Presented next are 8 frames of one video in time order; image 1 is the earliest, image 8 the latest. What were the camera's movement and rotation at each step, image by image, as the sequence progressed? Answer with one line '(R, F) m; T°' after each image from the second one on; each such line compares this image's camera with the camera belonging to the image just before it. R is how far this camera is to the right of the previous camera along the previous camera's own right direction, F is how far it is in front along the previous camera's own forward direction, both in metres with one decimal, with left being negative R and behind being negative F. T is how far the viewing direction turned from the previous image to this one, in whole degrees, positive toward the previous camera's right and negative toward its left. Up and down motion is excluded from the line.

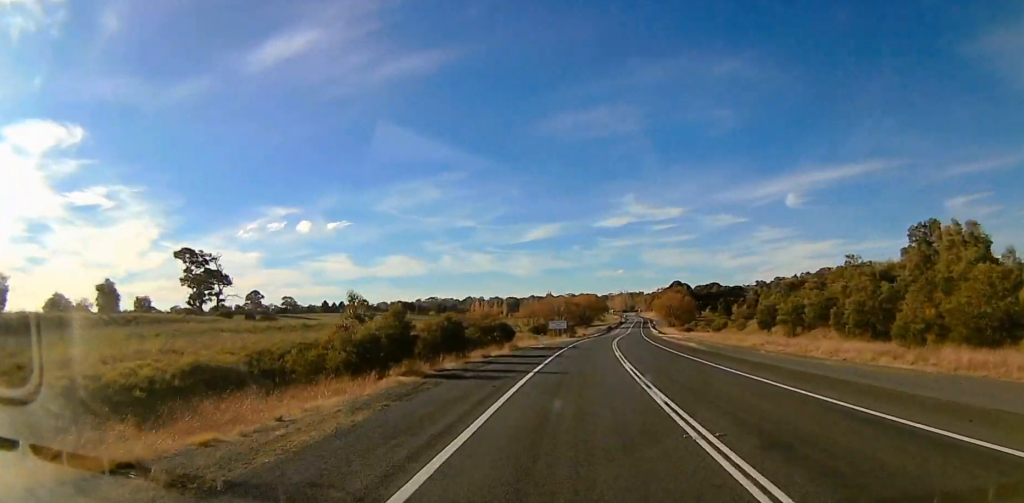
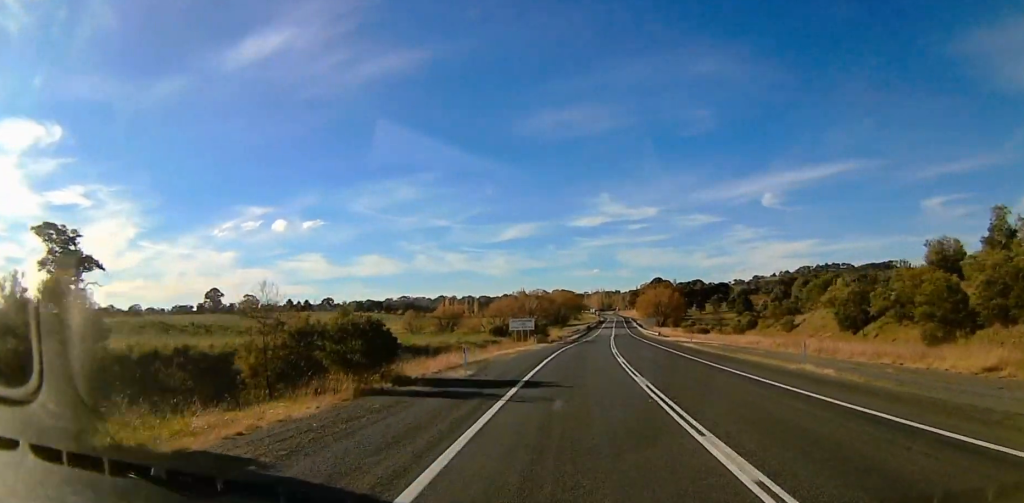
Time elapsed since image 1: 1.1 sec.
(0.0, +28.5) m; 0°
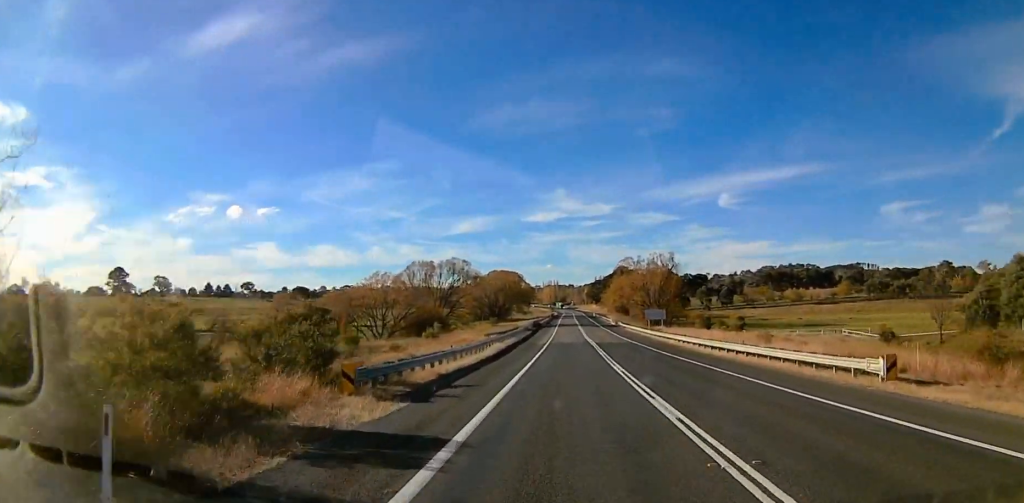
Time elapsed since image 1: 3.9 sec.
(0.0, +70.8) m; 0°
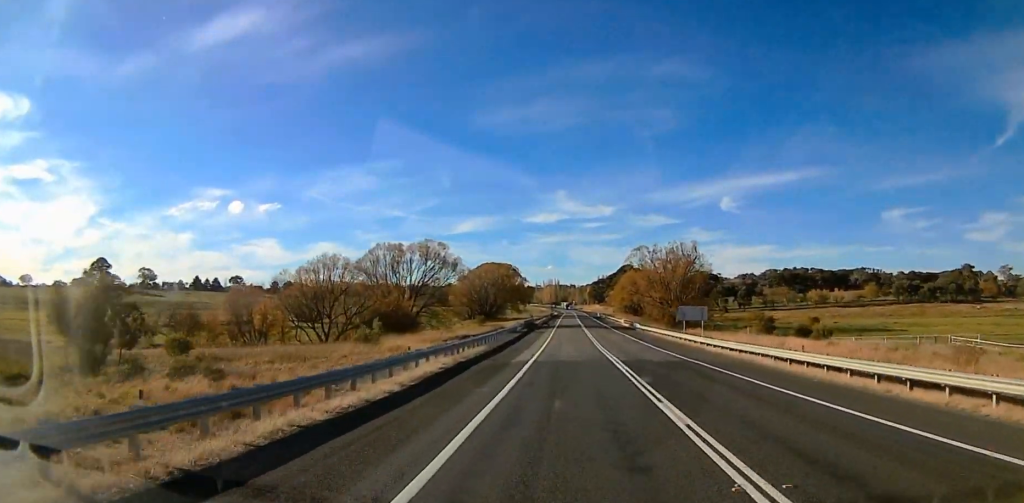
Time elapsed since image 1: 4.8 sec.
(0.0, +23.4) m; 0°
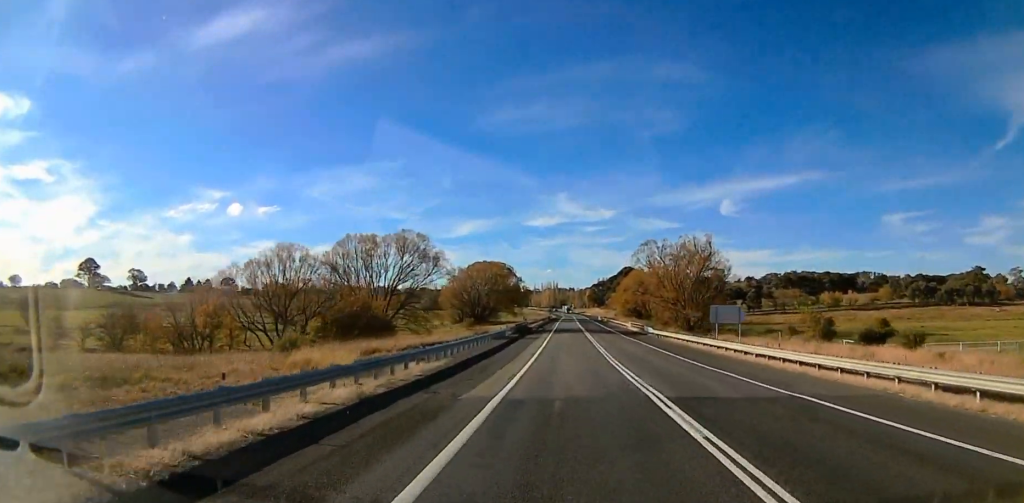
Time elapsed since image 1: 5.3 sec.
(0.0, +12.3) m; 0°
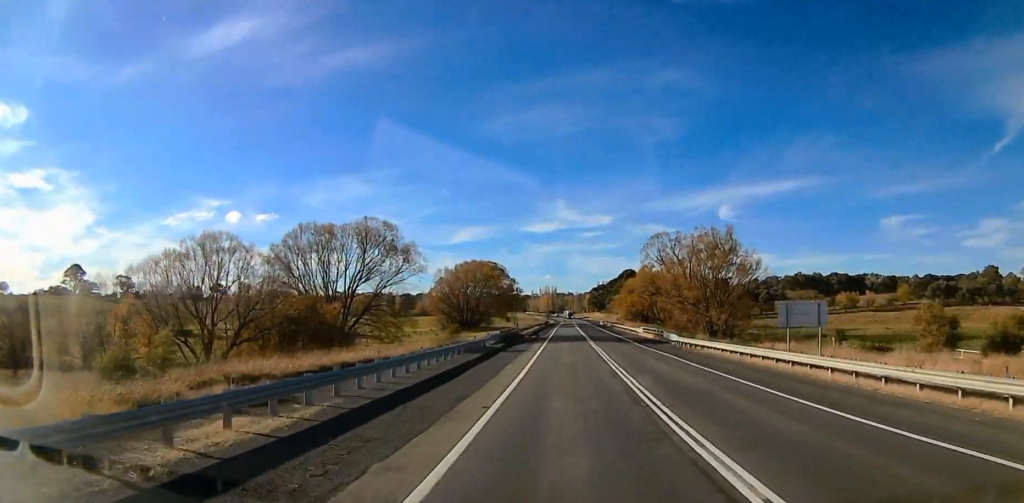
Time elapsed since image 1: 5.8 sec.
(0.0, +14.4) m; 0°
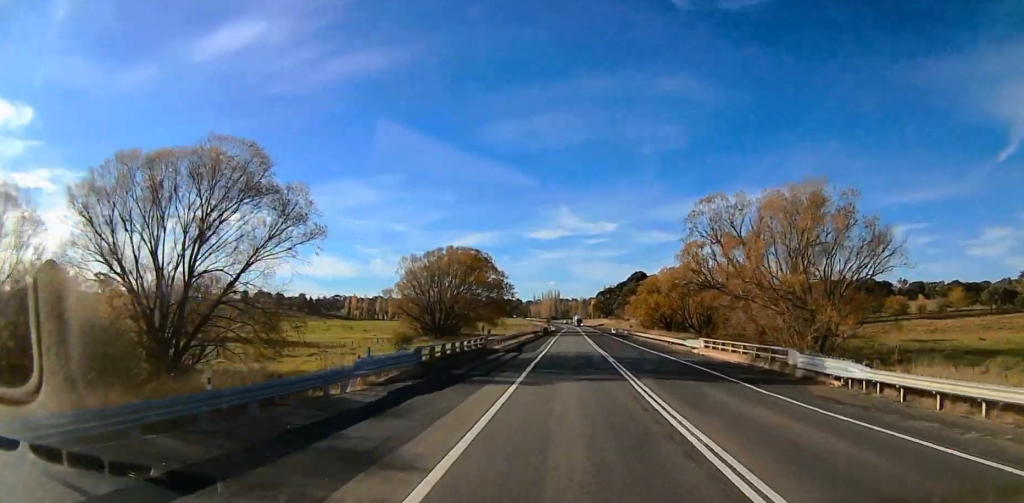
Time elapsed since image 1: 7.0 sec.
(0.0, +31.4) m; +1°
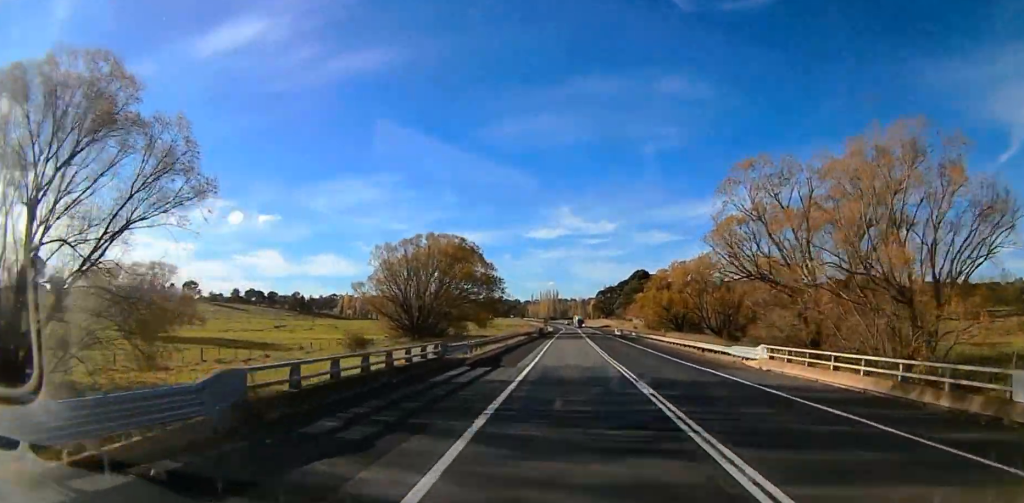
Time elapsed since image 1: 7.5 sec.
(-0.2, +14.2) m; +1°
